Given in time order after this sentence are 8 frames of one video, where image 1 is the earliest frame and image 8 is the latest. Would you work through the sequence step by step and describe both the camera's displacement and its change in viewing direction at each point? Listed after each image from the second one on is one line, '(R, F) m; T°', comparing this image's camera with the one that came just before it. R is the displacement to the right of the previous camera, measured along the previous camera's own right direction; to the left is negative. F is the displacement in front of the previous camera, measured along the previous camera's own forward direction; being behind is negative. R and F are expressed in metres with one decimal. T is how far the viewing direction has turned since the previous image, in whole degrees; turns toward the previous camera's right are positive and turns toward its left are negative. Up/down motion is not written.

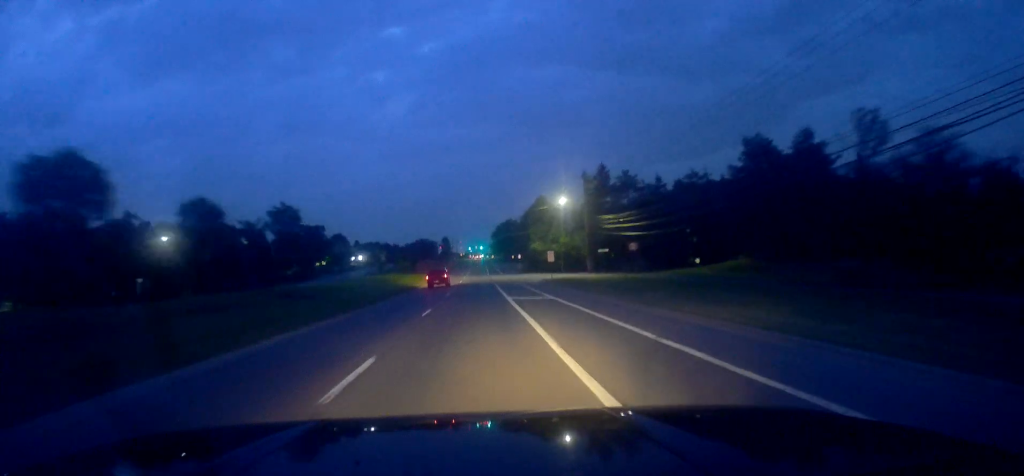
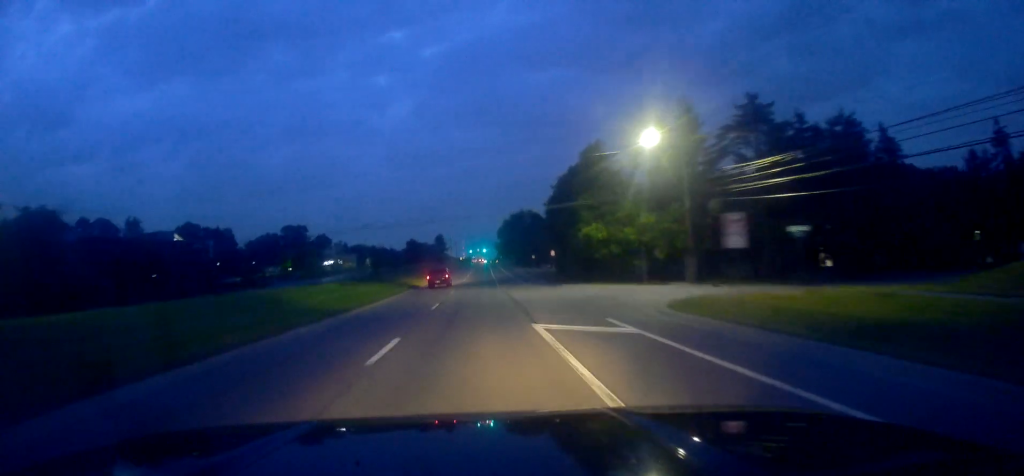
(-0.5, +42.1) m; -1°
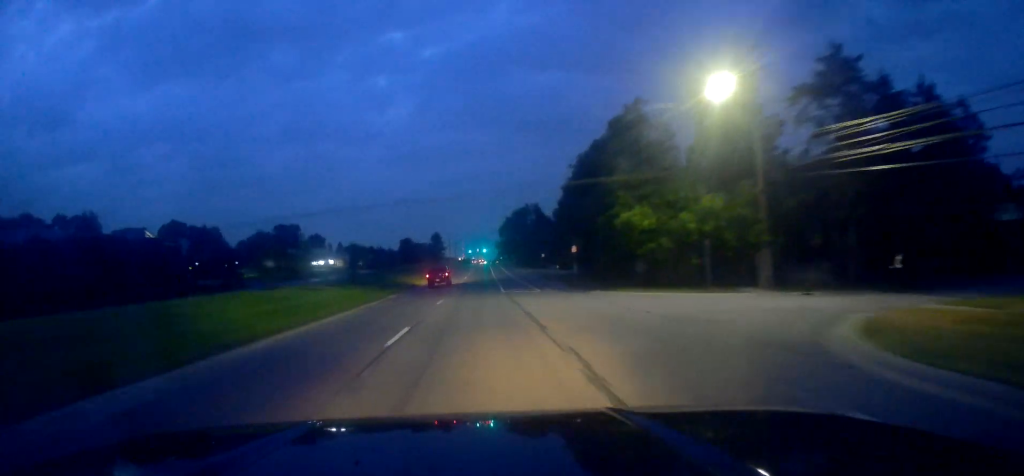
(-0.1, +13.7) m; 0°
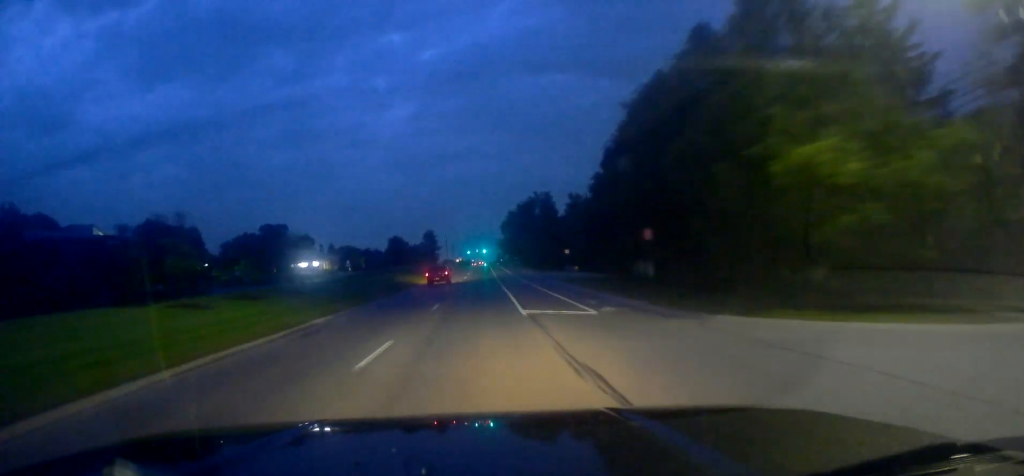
(+0.1, +19.1) m; 0°
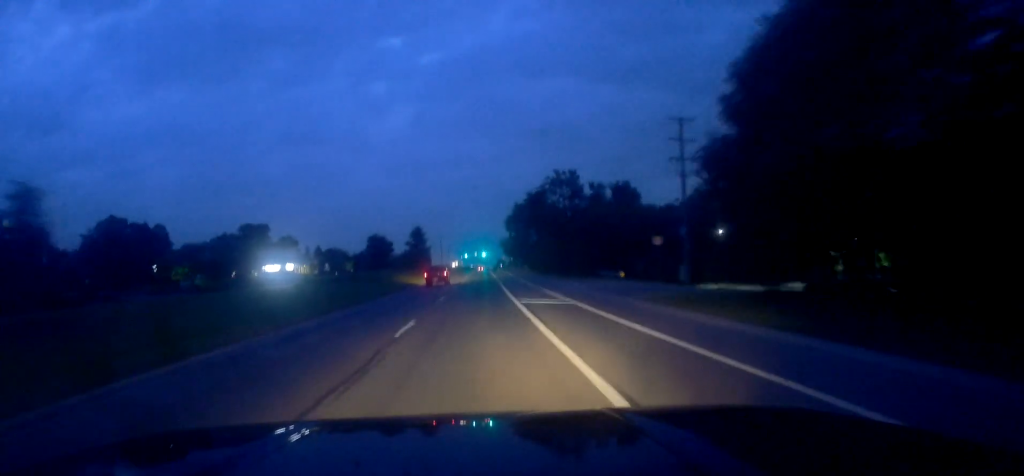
(-0.1, +25.1) m; 0°
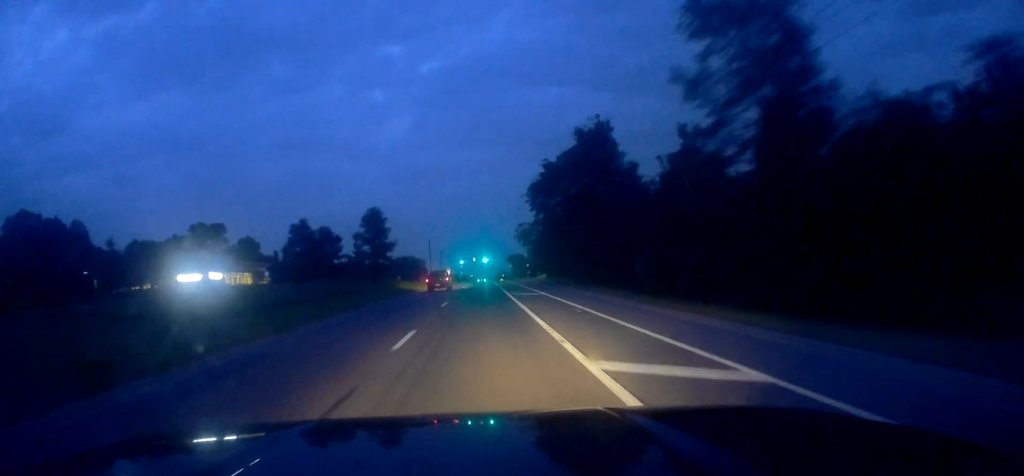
(+0.6, +47.6) m; +1°
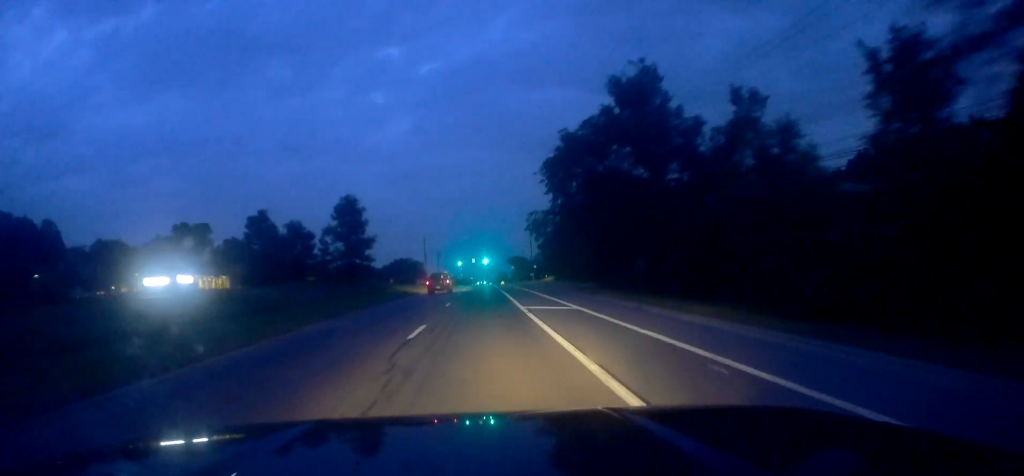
(+0.3, +13.1) m; 0°
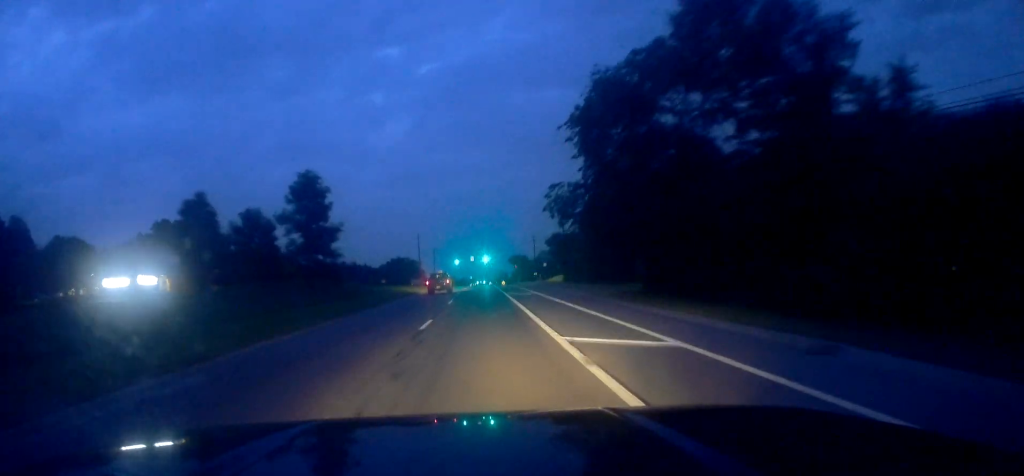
(-0.3, +13.0) m; 0°
